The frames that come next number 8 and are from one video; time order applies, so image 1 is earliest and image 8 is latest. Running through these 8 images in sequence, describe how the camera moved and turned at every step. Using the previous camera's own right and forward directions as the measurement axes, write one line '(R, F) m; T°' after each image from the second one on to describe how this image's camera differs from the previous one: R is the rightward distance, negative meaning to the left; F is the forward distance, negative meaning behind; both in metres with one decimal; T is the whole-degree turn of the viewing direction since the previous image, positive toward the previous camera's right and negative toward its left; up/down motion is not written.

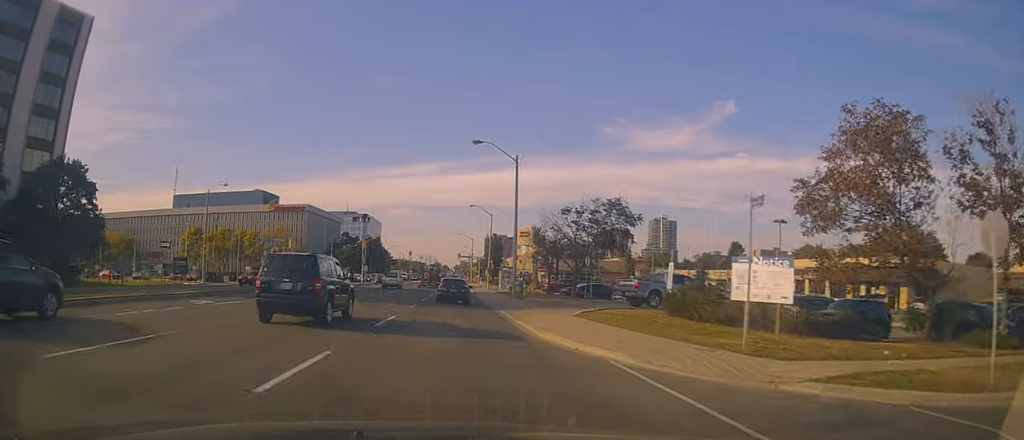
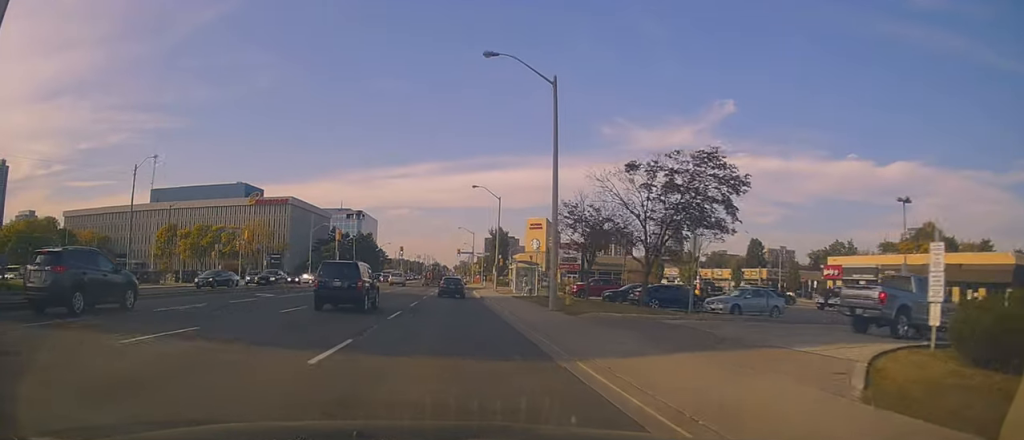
(-0.3, +14.3) m; 0°
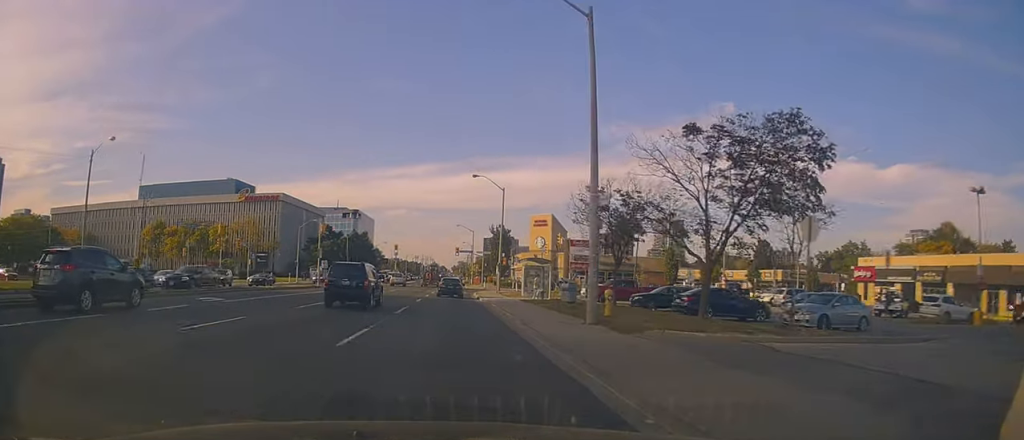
(0.0, +6.3) m; +1°
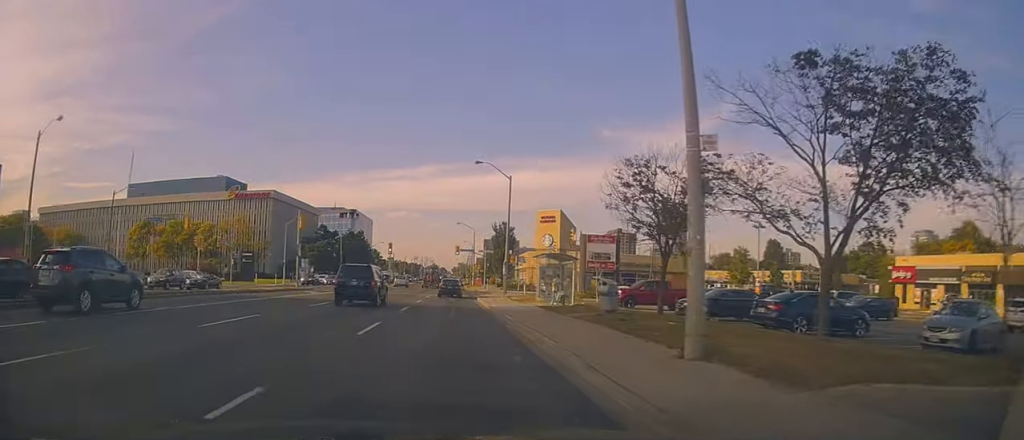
(+0.2, +6.7) m; 0°
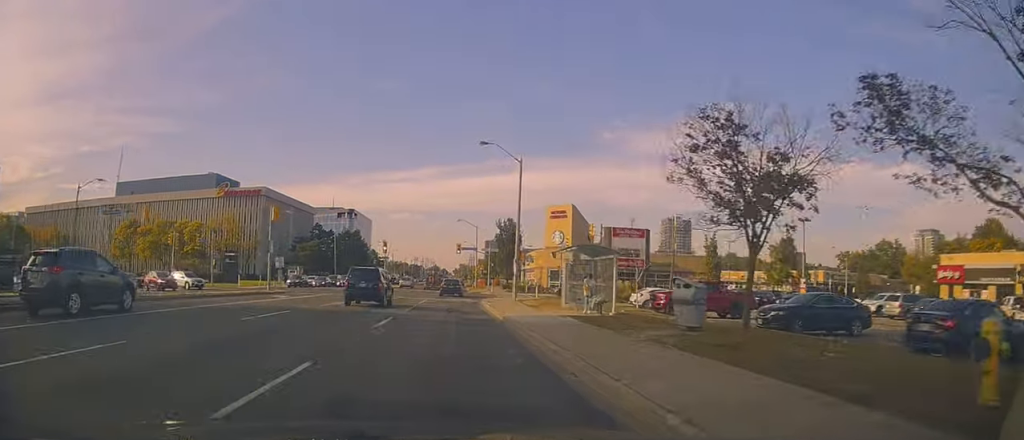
(-0.1, +7.0) m; 0°
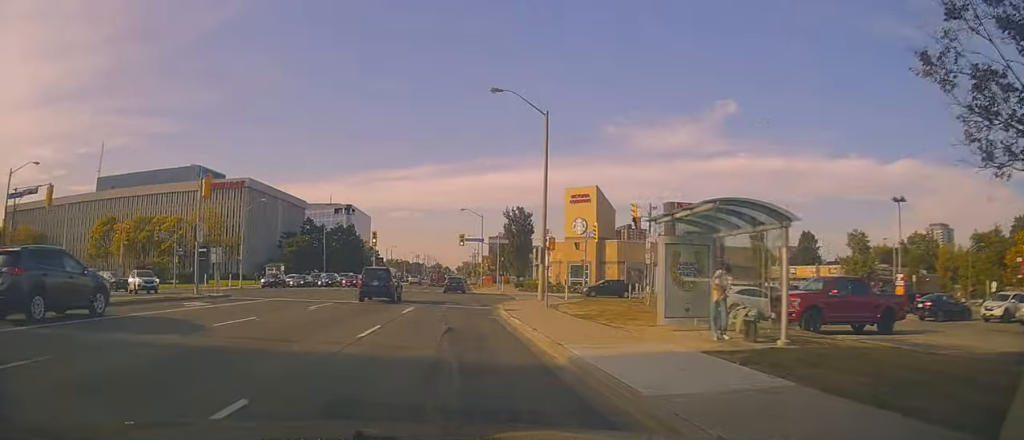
(-0.1, +11.3) m; -1°
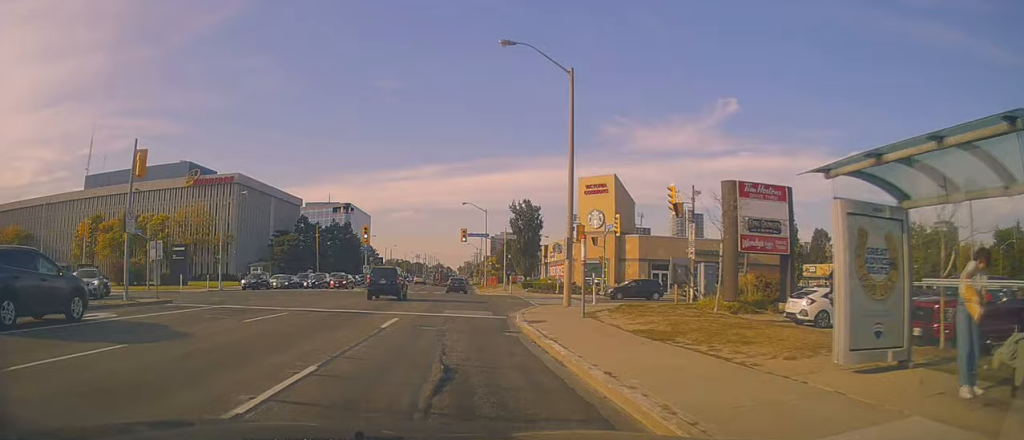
(+0.1, +6.7) m; 0°
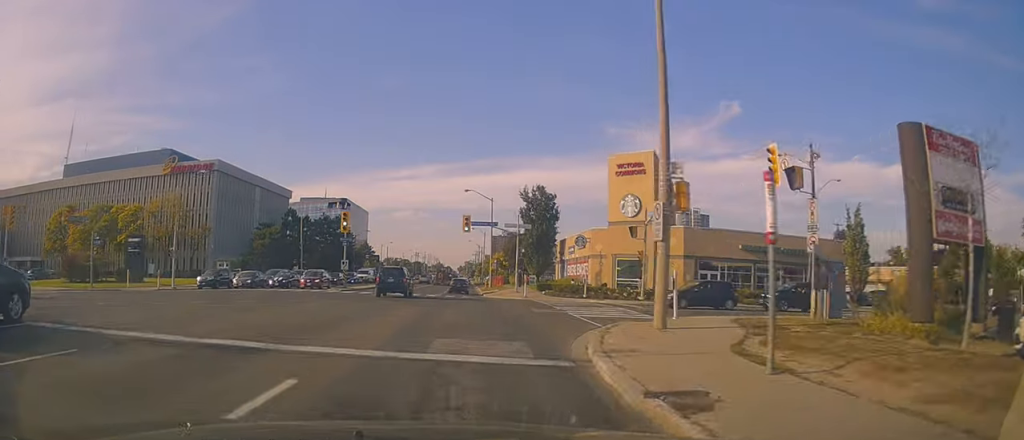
(-0.1, +11.0) m; +1°
